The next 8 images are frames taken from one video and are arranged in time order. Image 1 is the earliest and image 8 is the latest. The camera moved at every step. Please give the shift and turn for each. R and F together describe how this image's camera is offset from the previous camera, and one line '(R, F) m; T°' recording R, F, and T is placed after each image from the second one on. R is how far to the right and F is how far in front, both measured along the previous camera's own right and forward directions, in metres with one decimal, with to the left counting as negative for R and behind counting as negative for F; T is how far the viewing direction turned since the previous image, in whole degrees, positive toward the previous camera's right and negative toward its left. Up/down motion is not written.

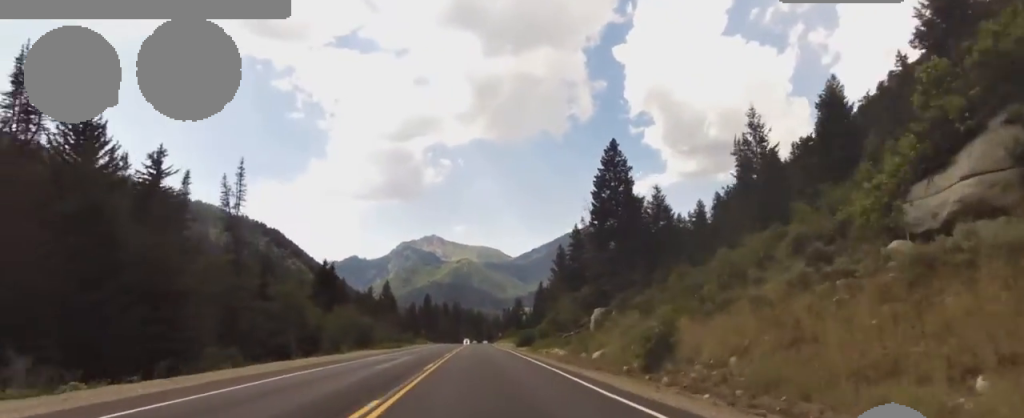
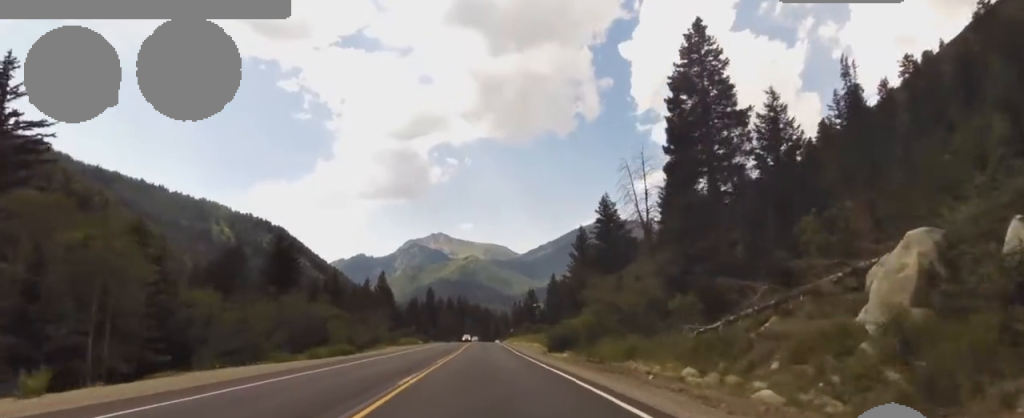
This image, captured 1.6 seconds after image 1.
(+0.4, +30.2) m; +1°
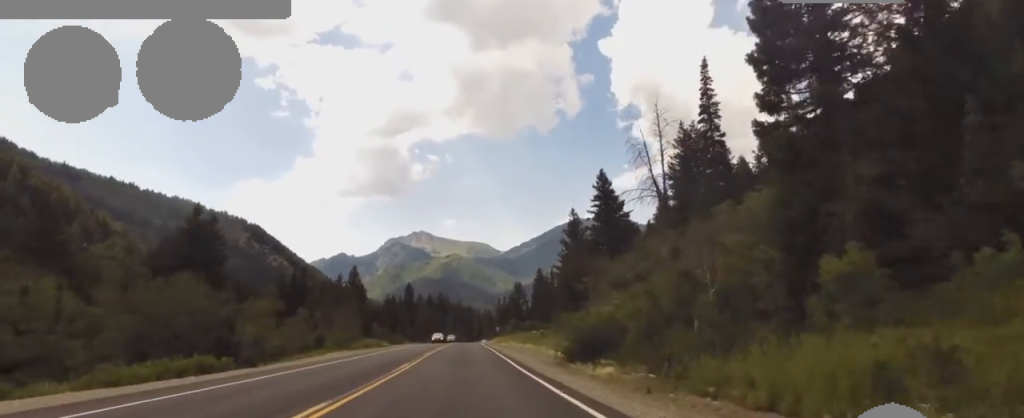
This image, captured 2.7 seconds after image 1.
(+0.2, +19.0) m; +1°
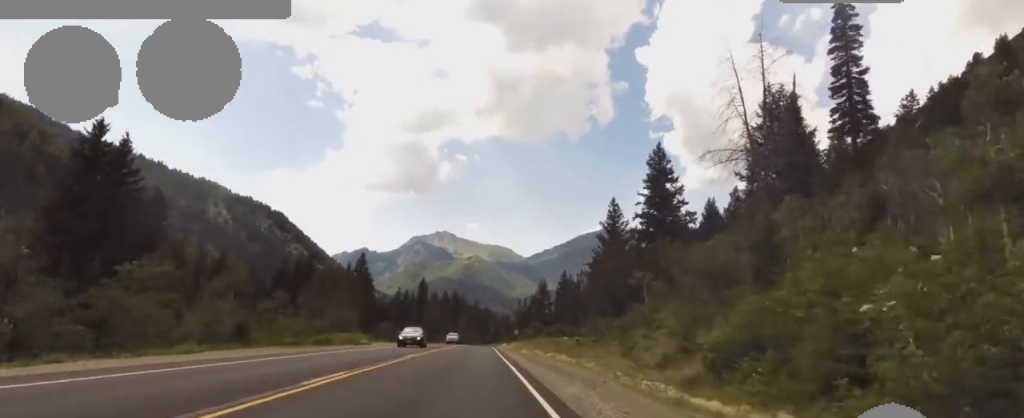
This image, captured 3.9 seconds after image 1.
(-0.2, +21.8) m; +1°
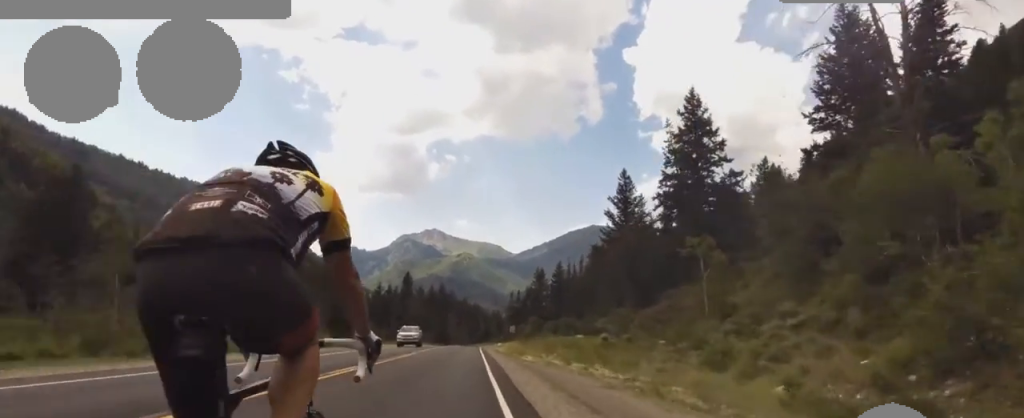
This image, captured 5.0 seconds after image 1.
(+1.0, +20.4) m; -1°
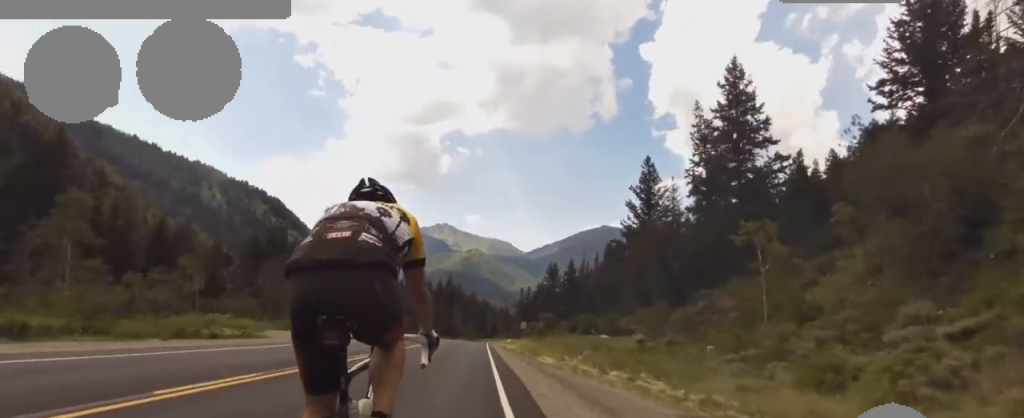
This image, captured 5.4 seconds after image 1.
(-0.1, +7.8) m; -1°
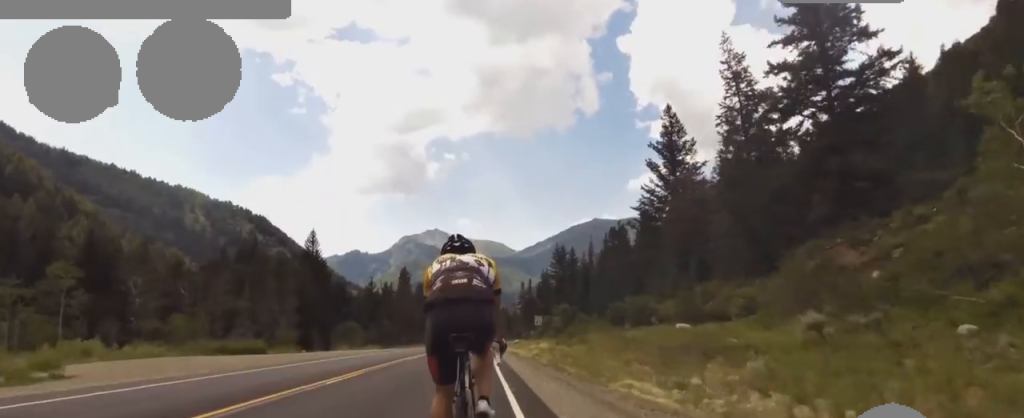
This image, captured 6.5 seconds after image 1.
(-1.2, +18.8) m; -1°
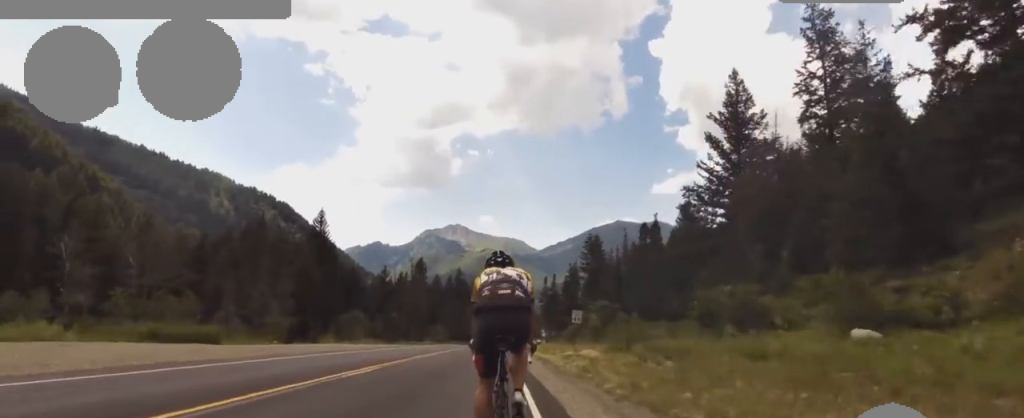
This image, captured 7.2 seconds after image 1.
(+1.1, +12.7) m; +1°
